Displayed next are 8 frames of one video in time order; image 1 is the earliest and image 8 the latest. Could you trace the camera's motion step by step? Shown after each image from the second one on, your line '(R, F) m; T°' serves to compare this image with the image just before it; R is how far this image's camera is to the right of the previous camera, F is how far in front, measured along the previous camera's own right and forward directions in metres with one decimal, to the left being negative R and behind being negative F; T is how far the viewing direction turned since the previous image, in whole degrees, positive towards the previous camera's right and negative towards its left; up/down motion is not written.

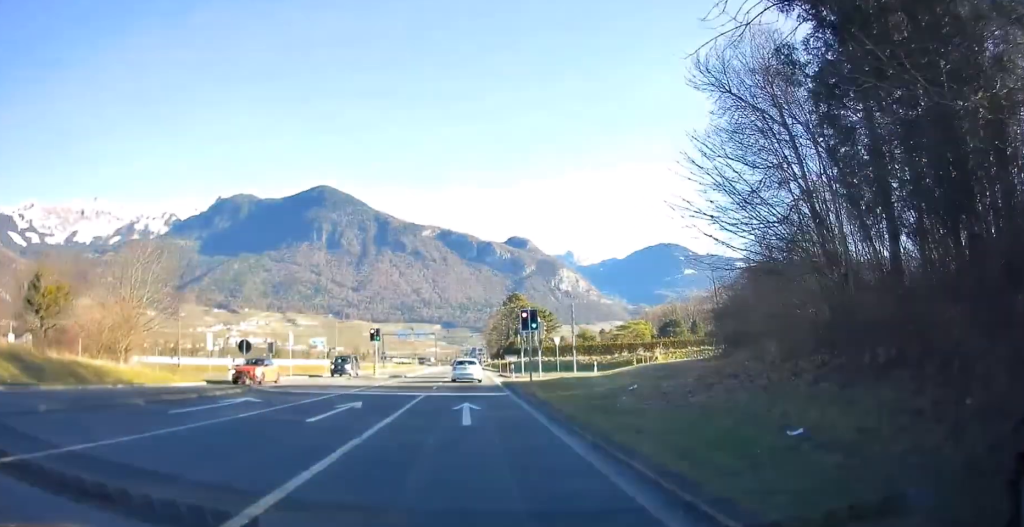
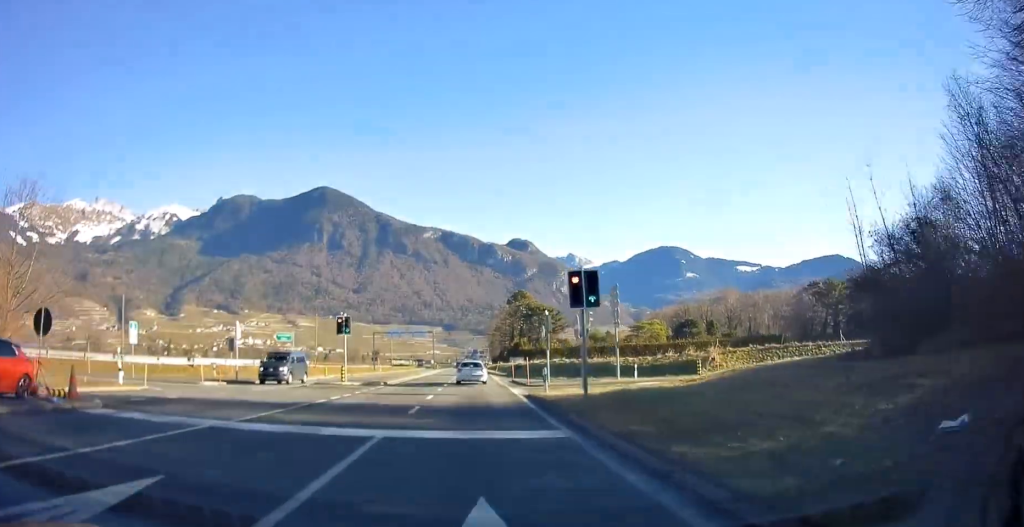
(+0.1, +12.6) m; +1°
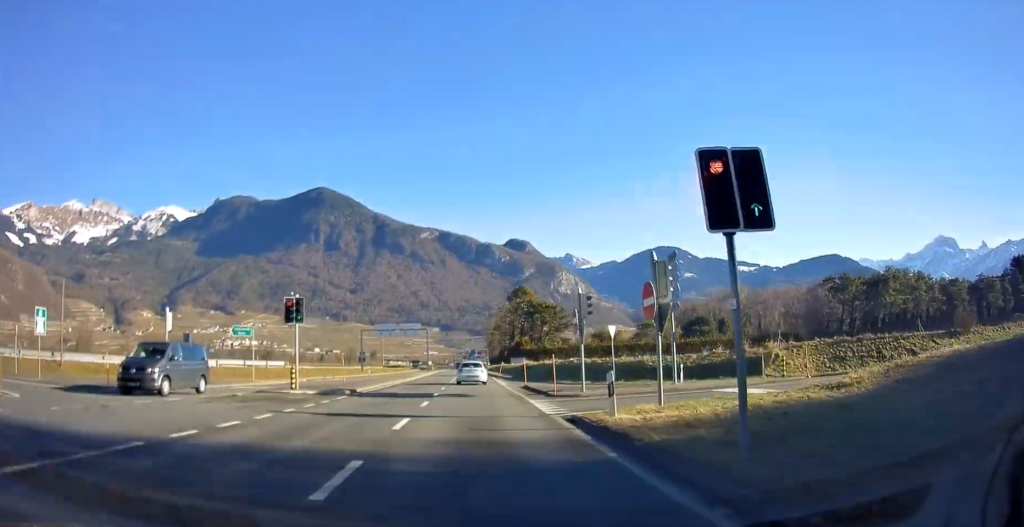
(+0.4, +10.0) m; 0°
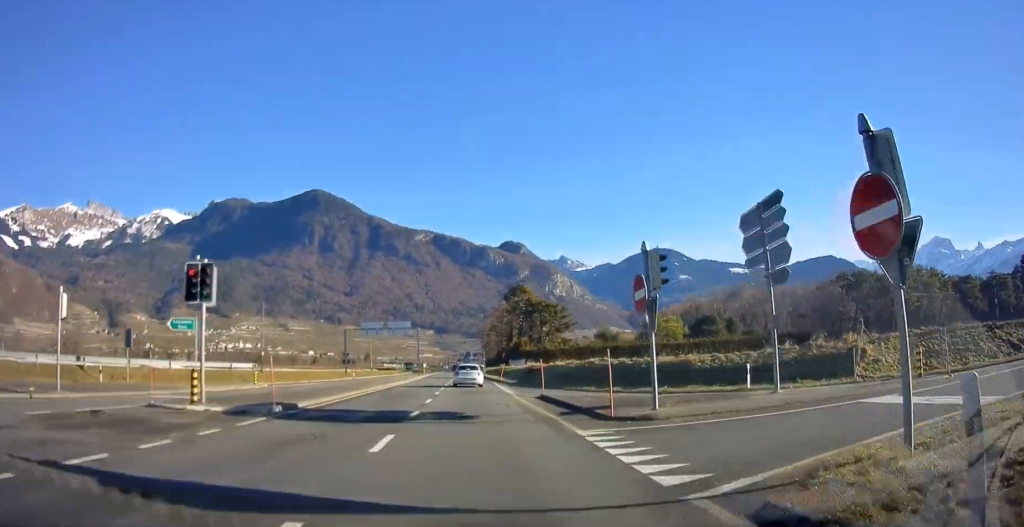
(-0.3, +9.2) m; -1°
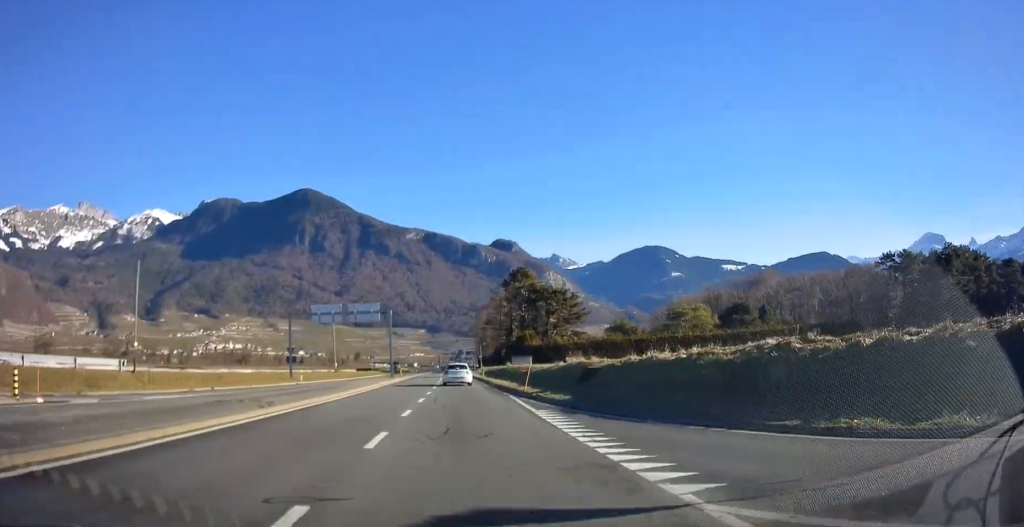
(+0.1, +23.1) m; +2°
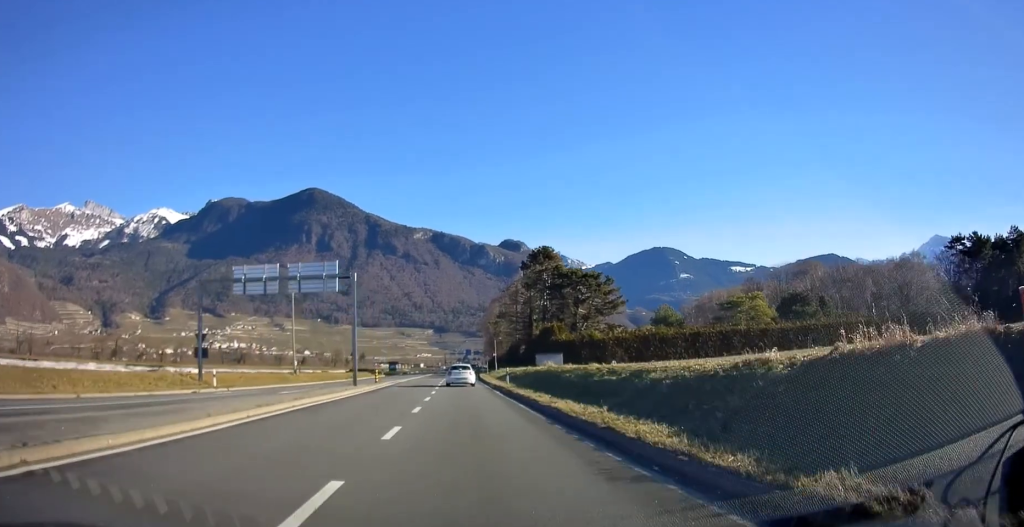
(+0.1, +22.4) m; -1°
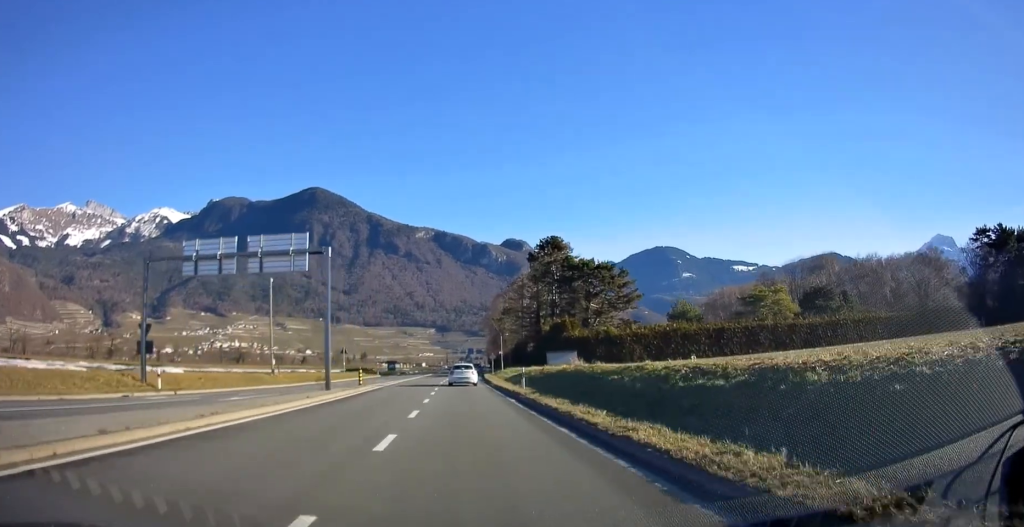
(0.0, +7.7) m; -1°
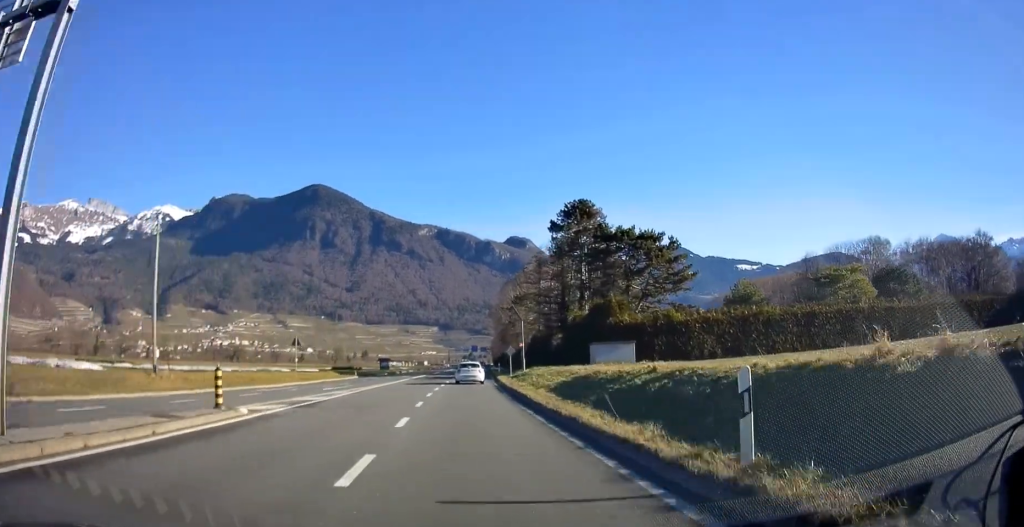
(-0.3, +20.4) m; -1°
